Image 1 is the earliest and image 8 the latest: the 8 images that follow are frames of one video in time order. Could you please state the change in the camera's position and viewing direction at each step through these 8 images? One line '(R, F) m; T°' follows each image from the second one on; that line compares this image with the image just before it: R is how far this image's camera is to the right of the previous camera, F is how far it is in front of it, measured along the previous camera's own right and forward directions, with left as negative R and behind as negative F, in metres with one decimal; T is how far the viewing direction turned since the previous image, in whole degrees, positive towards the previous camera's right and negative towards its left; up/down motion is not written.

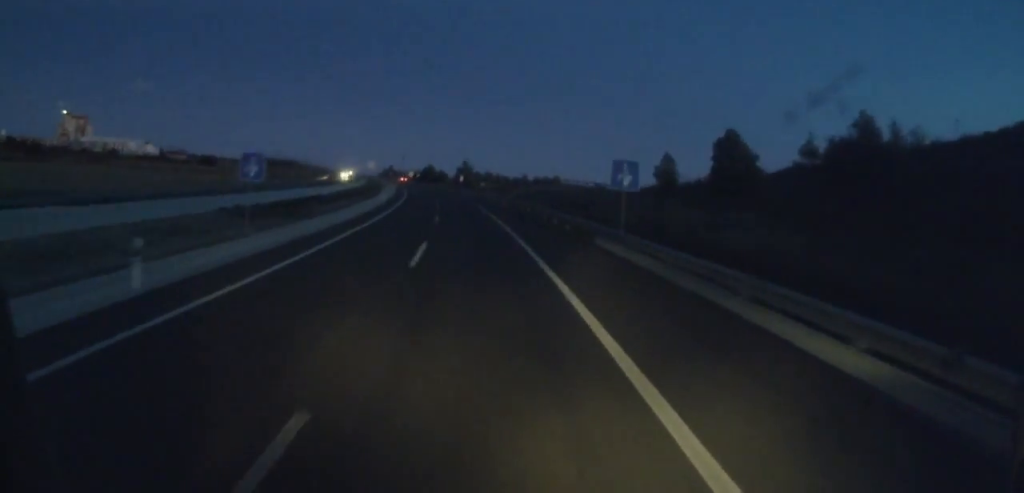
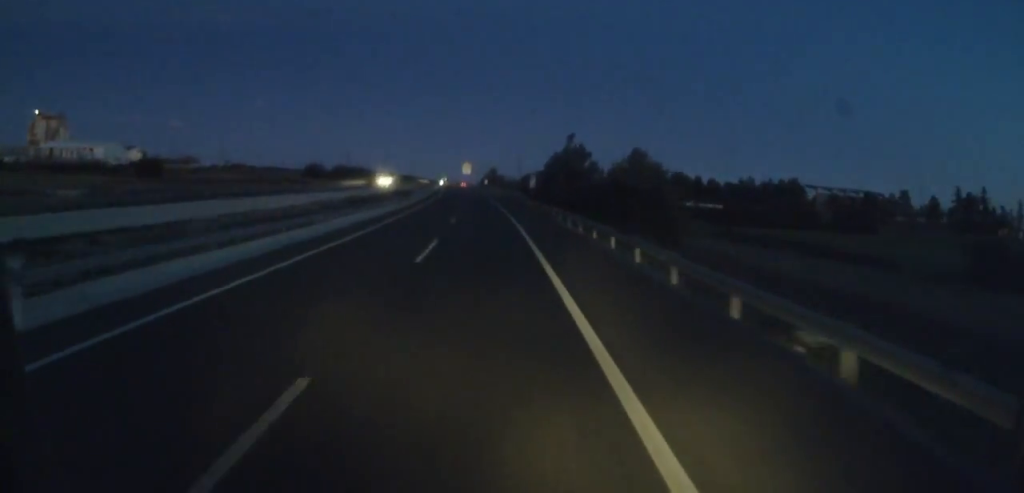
(-17.5, +148.4) m; -12°
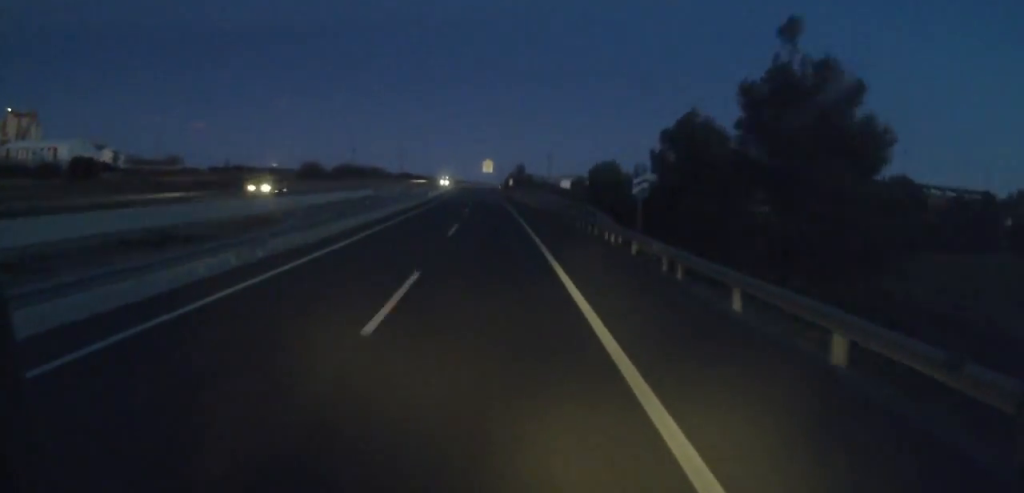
(-1.2, +41.8) m; -2°
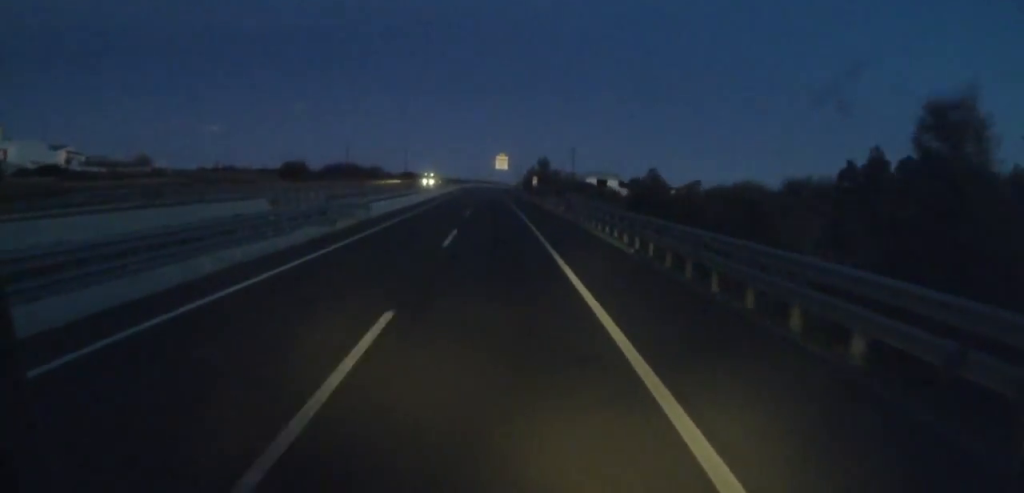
(-0.8, +38.0) m; -1°
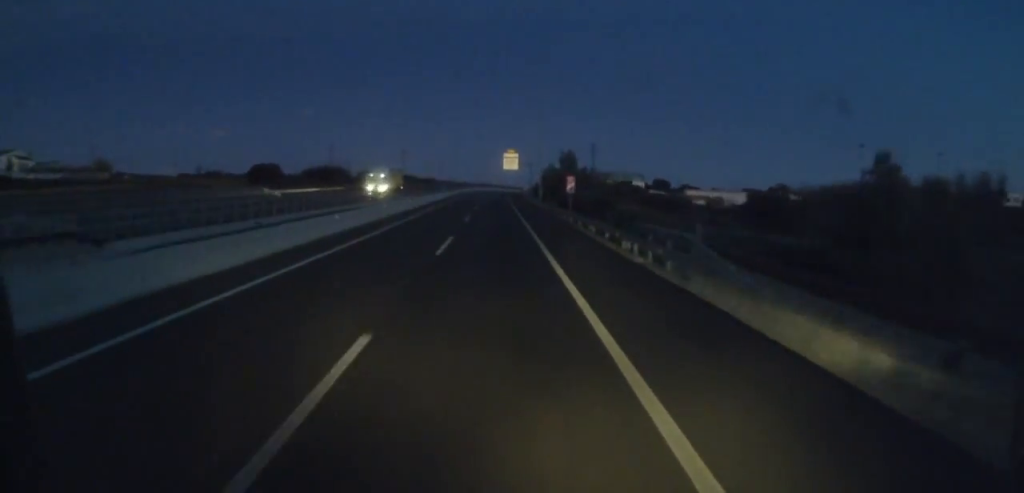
(-0.6, +34.8) m; -1°
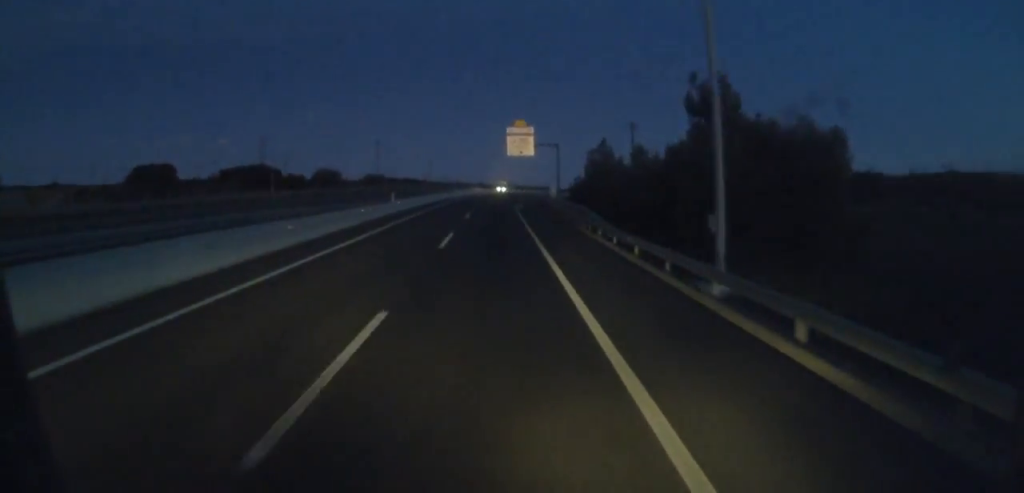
(-0.5, +65.9) m; 0°
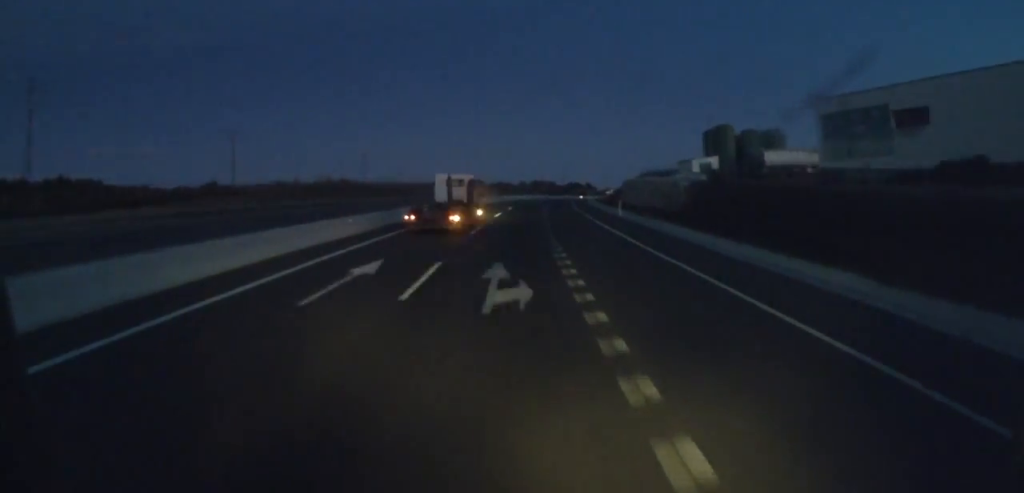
(+7.5, +159.5) m; +8°
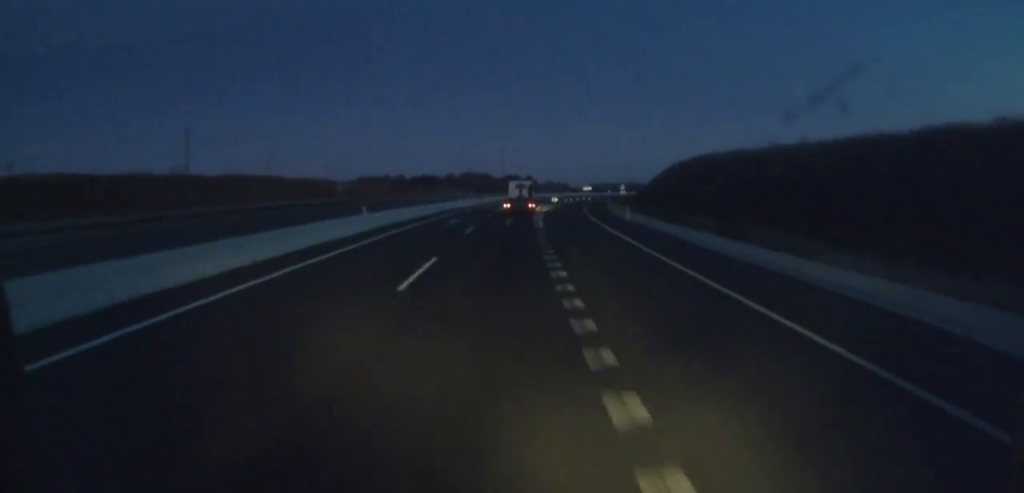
(+5.8, +99.8) m; +7°
